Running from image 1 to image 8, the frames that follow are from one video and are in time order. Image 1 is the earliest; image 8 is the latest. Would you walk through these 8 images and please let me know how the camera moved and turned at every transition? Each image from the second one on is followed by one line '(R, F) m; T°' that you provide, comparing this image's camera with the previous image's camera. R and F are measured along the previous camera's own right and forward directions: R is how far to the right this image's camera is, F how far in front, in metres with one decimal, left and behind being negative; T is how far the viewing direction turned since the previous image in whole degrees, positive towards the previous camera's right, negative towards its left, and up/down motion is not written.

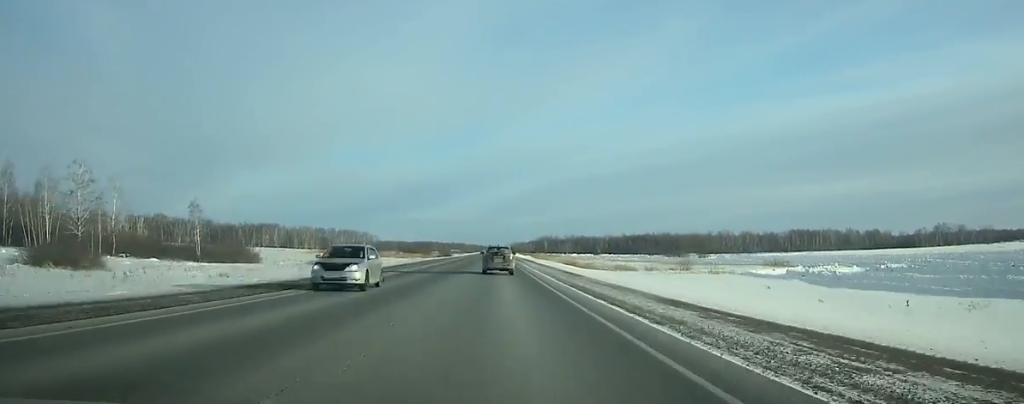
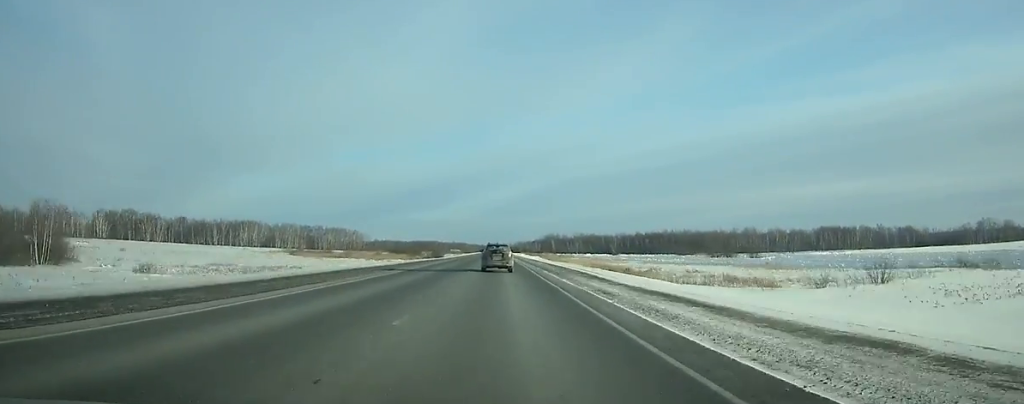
(0.0, +51.4) m; 0°
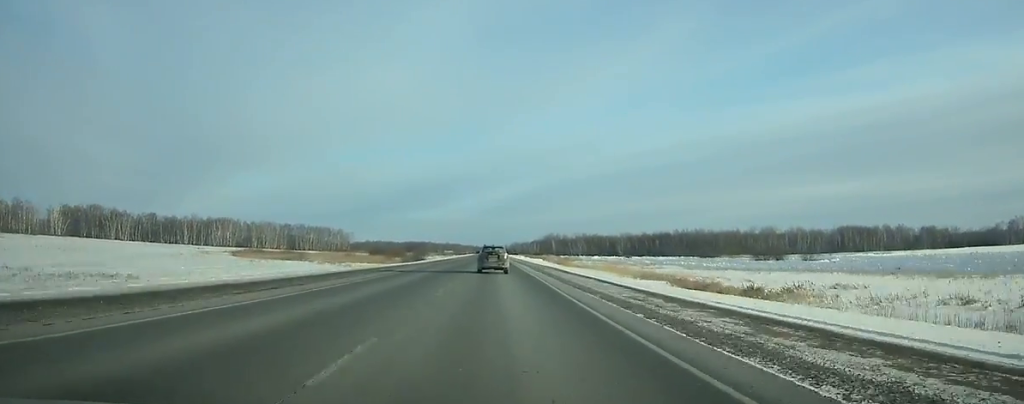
(+0.1, +40.8) m; 0°
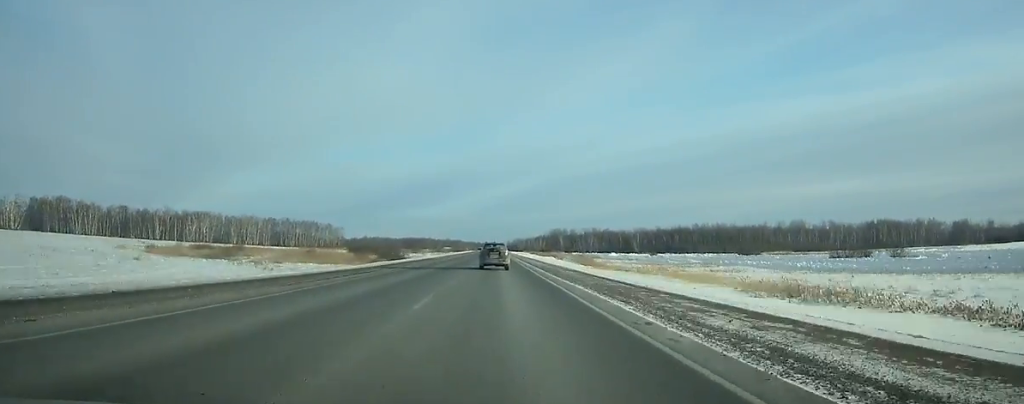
(0.0, +40.6) m; 0°
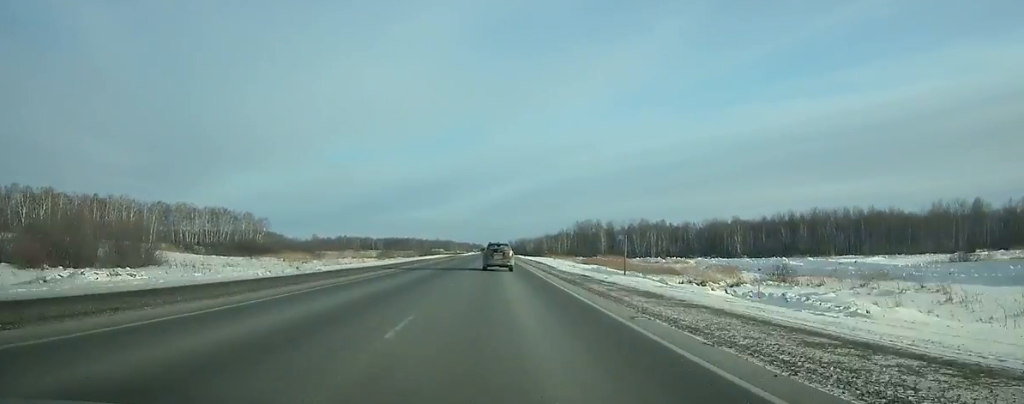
(-0.5, +159.2) m; 0°
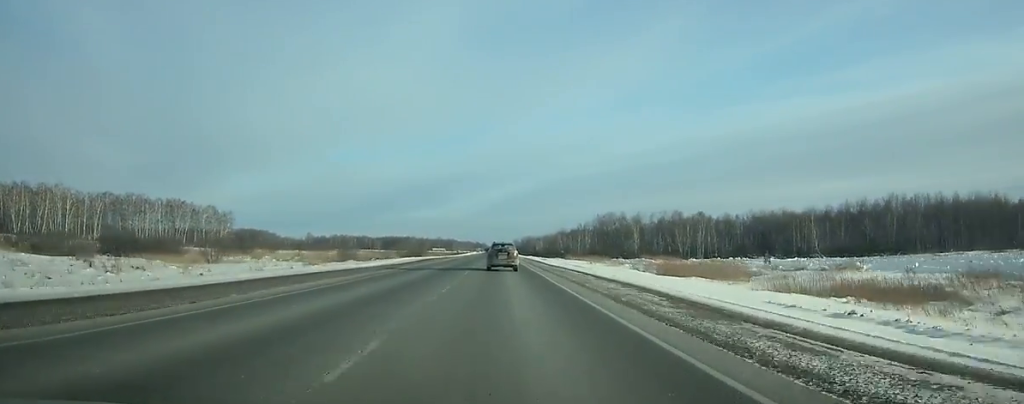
(0.0, +50.9) m; 0°
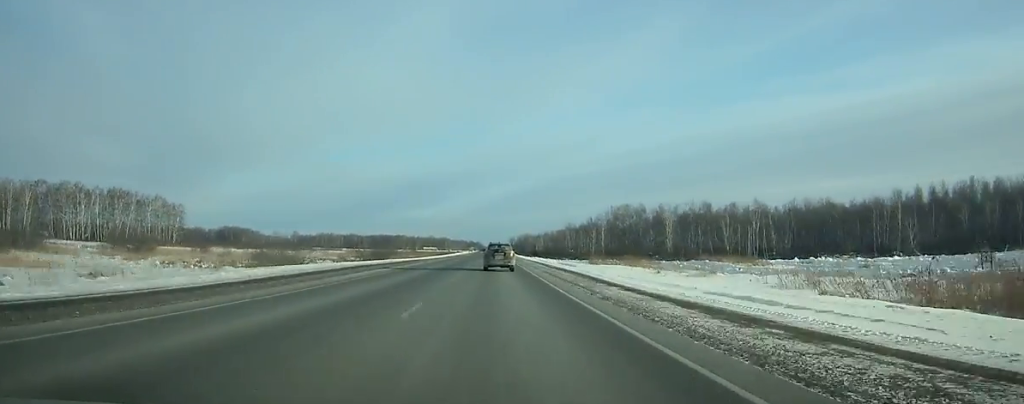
(0.0, +42.9) m; 0°
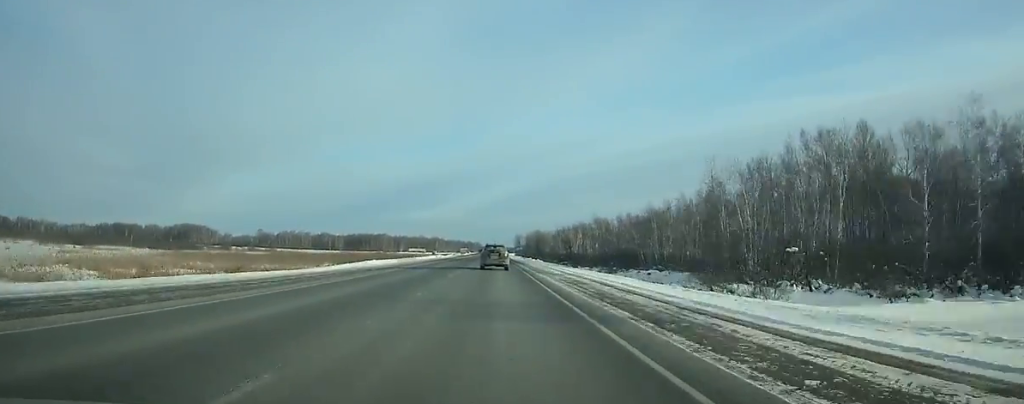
(0.0, +140.8) m; 0°
